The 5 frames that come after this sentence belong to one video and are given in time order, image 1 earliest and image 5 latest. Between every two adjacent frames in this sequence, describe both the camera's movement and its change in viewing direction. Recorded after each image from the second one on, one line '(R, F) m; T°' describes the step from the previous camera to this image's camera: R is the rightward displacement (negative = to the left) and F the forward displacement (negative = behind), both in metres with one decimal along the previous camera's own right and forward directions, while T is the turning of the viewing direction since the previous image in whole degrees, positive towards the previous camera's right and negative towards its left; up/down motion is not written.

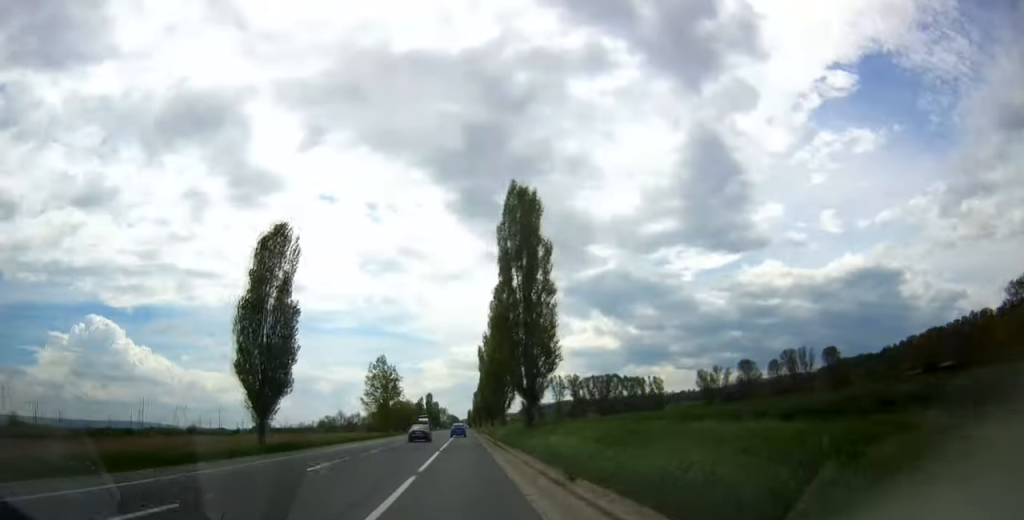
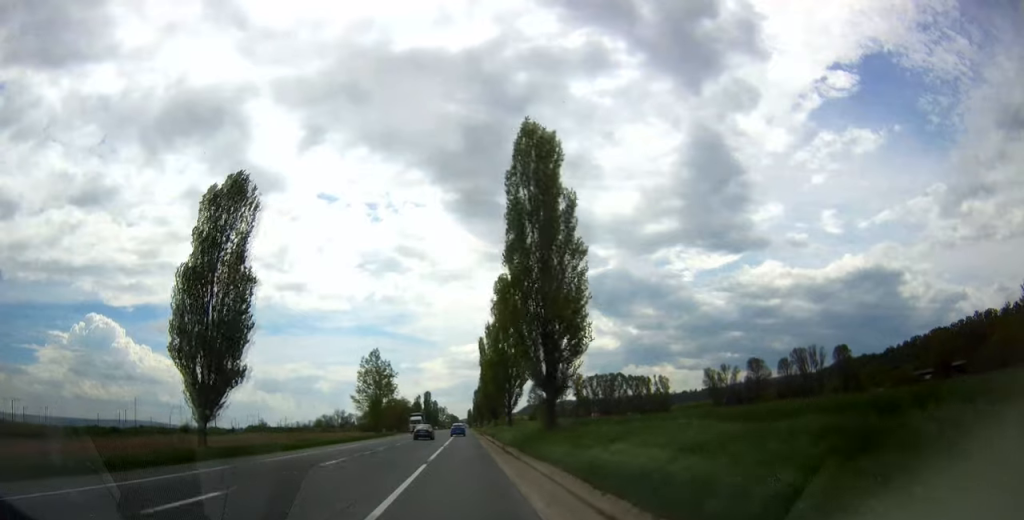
(+0.1, +9.5) m; -1°
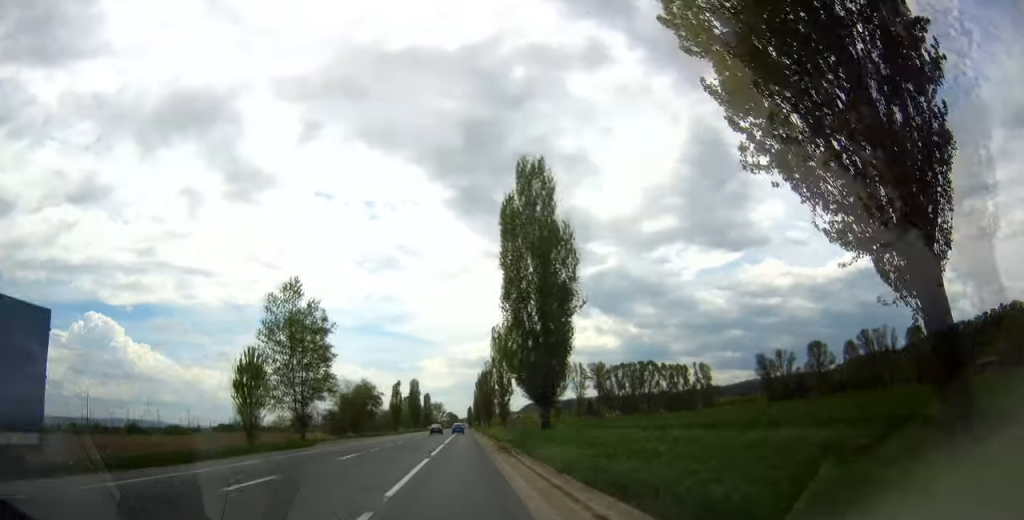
(0.0, +55.6) m; 0°
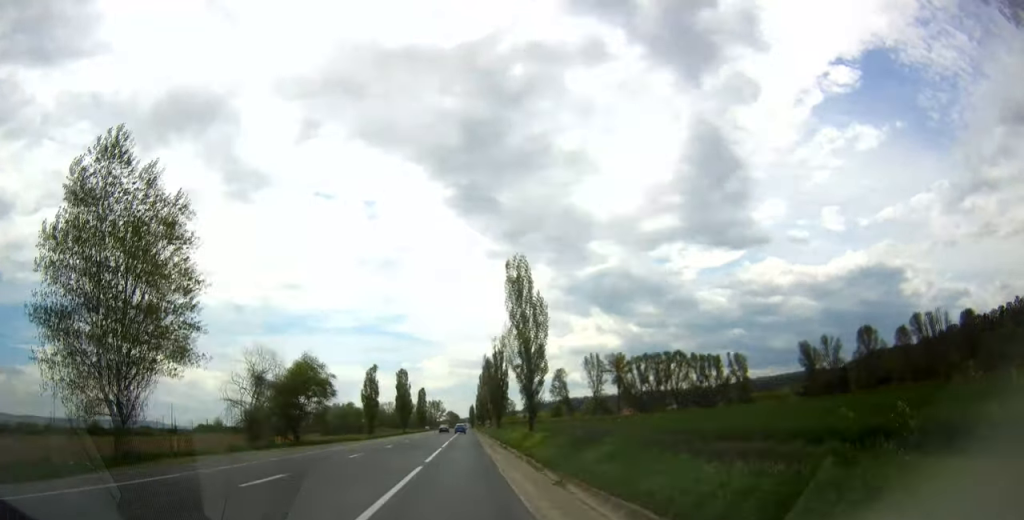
(-0.4, +33.9) m; 0°
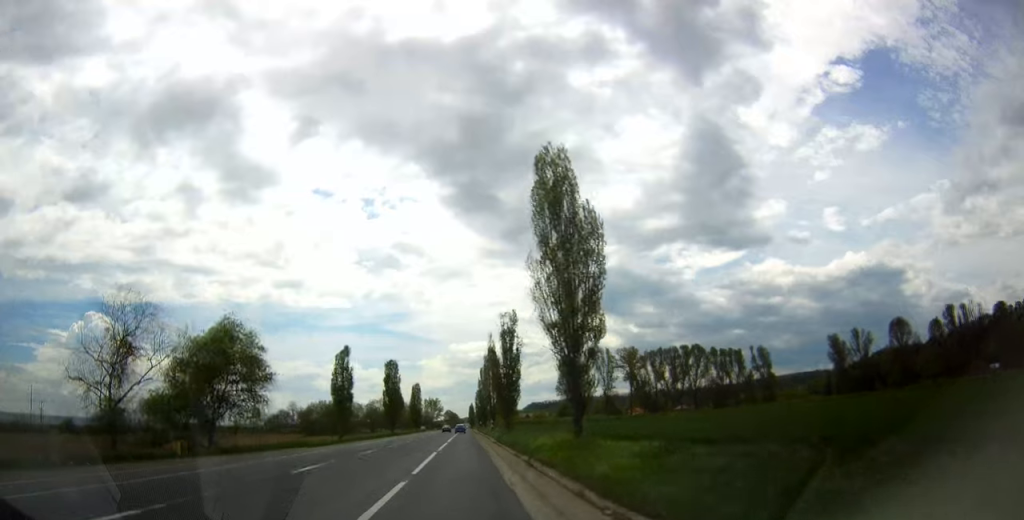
(+0.2, +19.7) m; -1°
